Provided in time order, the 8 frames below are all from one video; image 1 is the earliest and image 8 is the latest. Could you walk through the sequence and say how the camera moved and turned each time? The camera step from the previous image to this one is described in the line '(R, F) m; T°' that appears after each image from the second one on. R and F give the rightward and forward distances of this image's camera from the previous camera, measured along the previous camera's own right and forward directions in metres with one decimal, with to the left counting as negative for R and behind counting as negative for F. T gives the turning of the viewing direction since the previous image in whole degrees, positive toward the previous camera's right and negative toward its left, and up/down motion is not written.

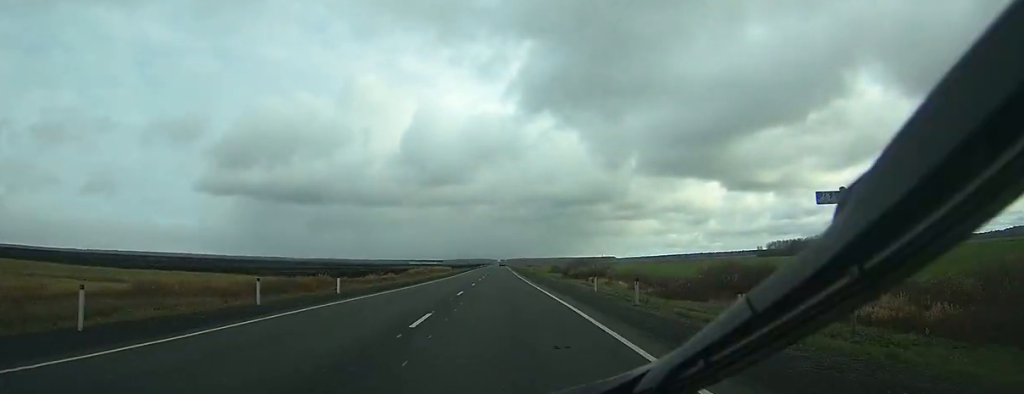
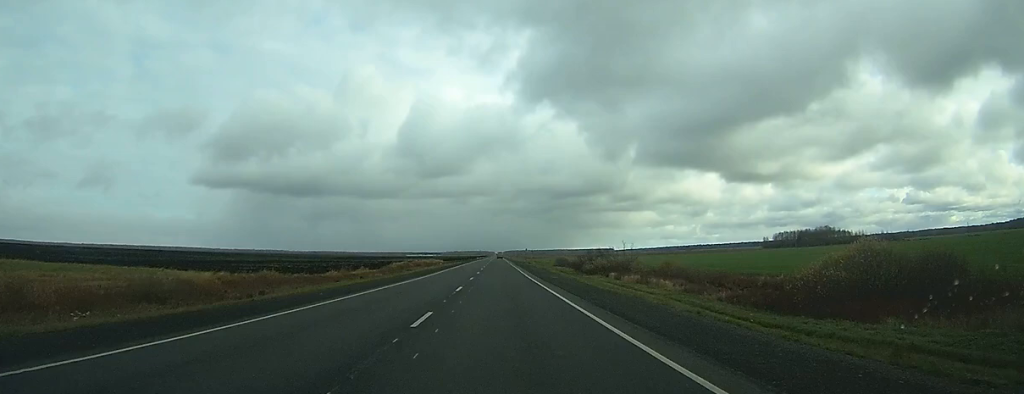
(+0.1, +25.4) m; 0°
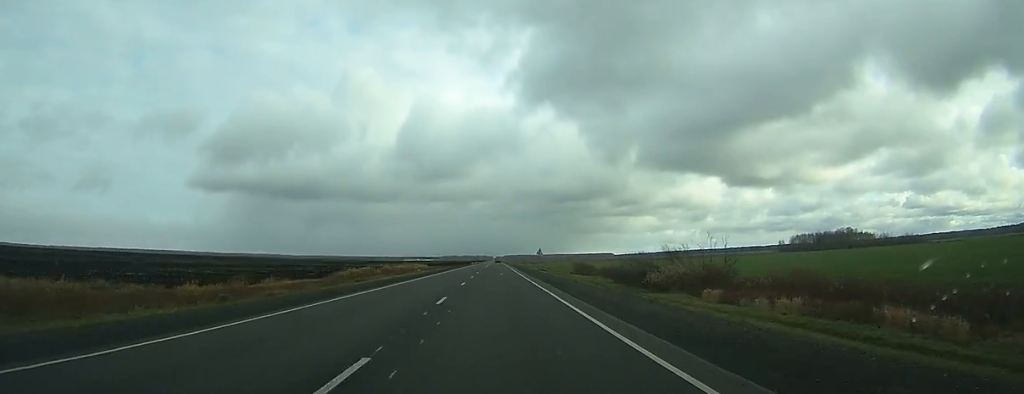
(-0.2, +44.5) m; 0°
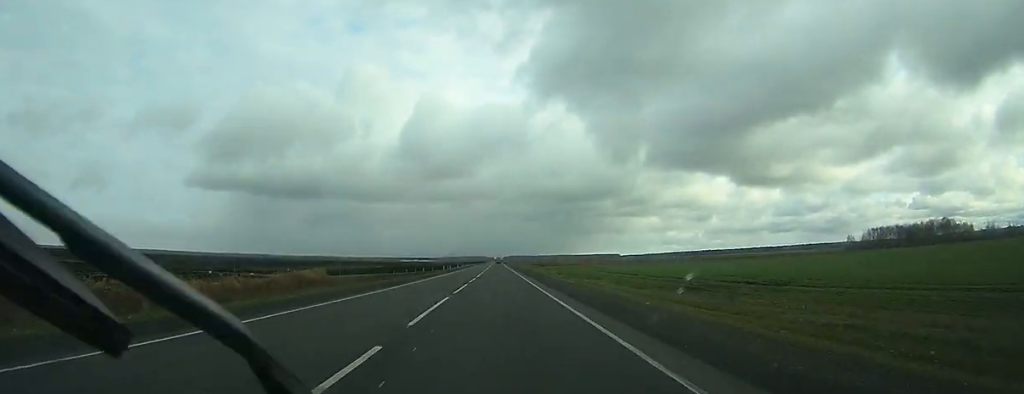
(-1.3, +129.7) m; -1°
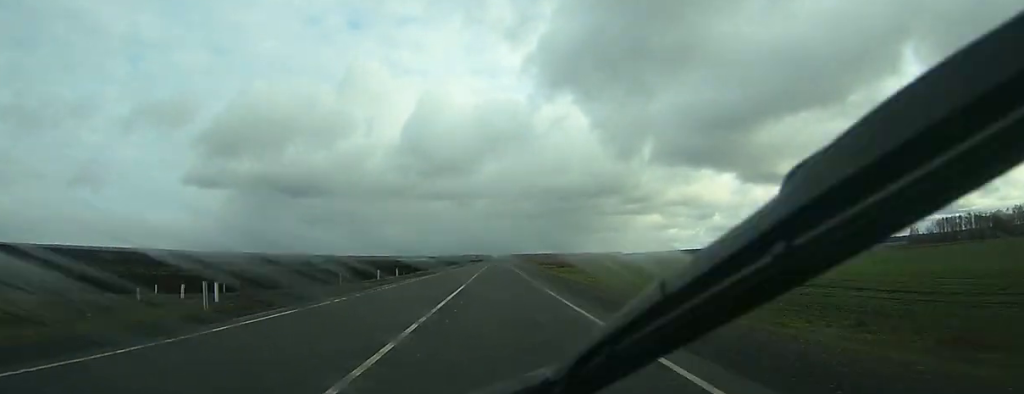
(+0.3, +84.6) m; 0°
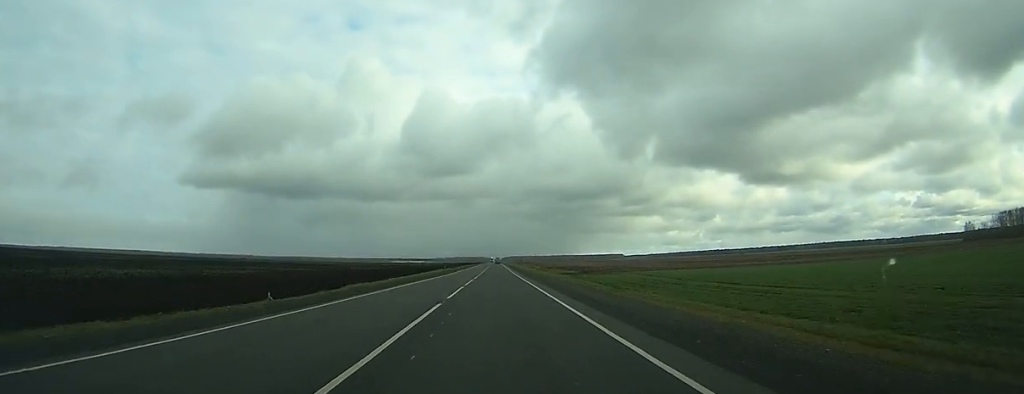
(-0.1, +62.3) m; 0°
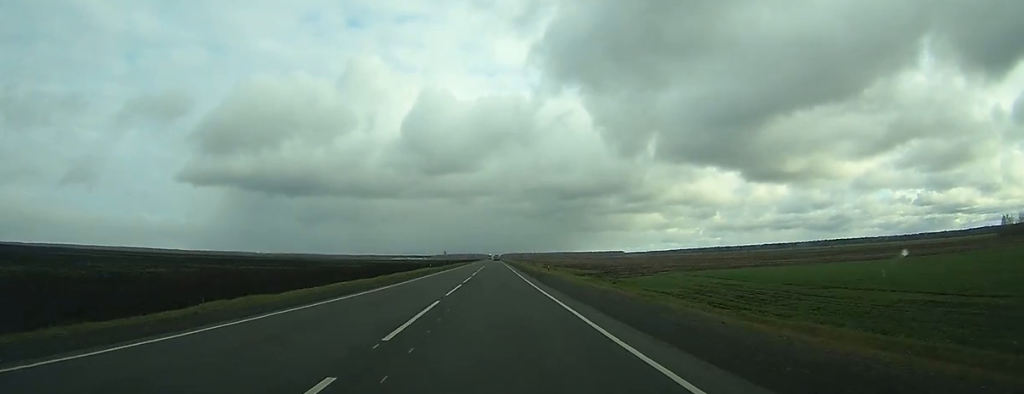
(0.0, +36.4) m; 0°
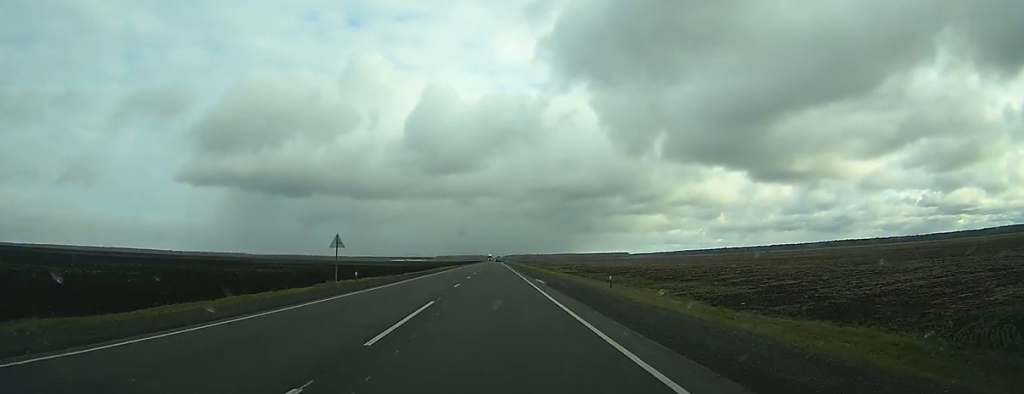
(0.0, +72.3) m; 0°
